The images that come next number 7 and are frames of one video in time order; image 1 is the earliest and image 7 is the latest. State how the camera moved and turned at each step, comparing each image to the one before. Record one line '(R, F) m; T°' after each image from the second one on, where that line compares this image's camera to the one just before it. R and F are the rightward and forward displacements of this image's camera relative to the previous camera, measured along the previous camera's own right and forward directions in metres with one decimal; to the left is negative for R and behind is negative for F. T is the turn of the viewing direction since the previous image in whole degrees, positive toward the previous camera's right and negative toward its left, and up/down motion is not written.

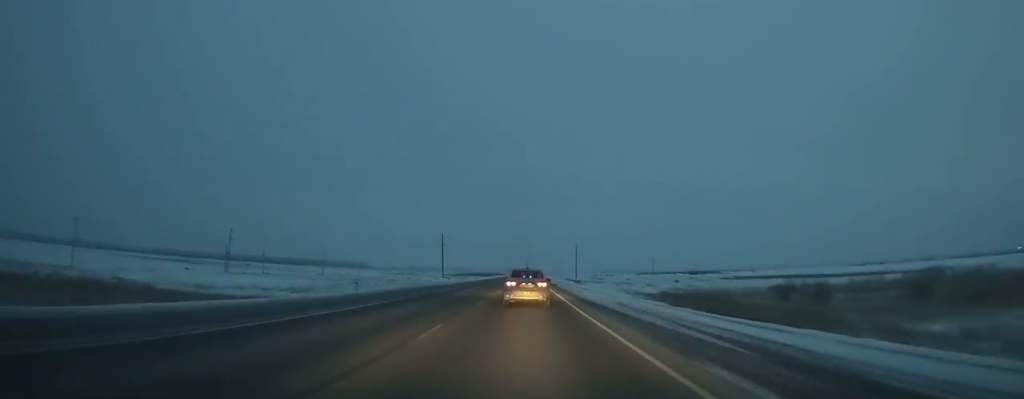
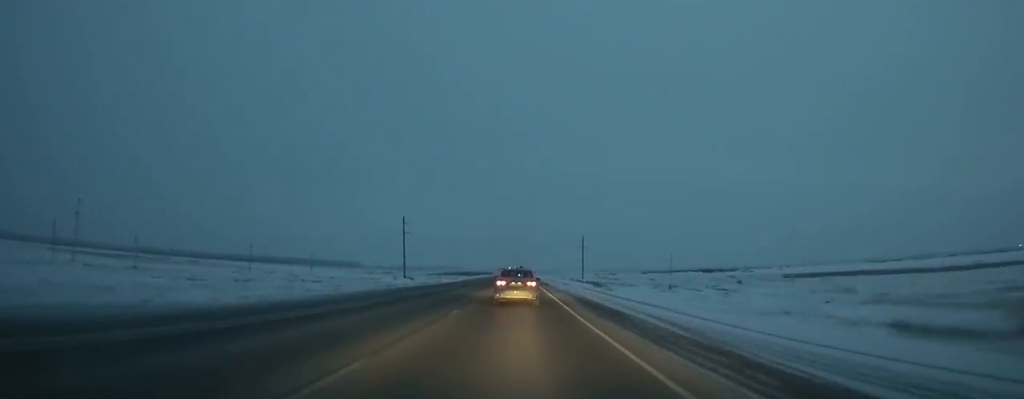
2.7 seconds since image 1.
(+0.1, +65.2) m; 0°
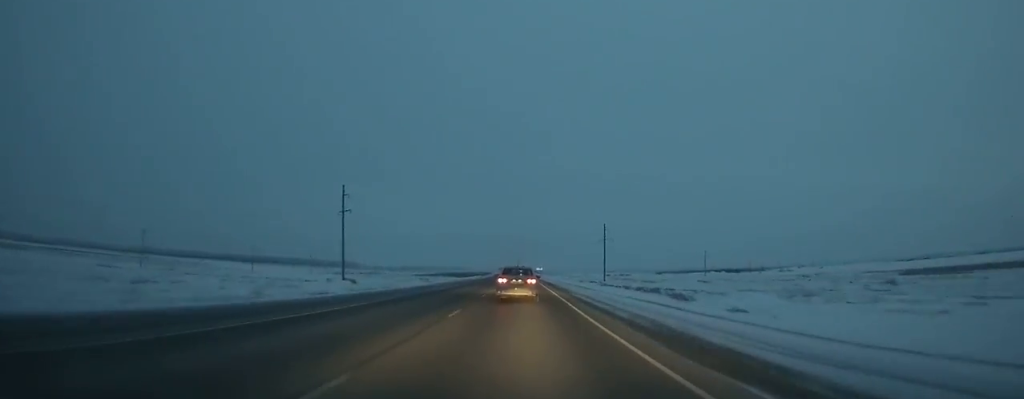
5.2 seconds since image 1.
(0.0, +60.4) m; 0°
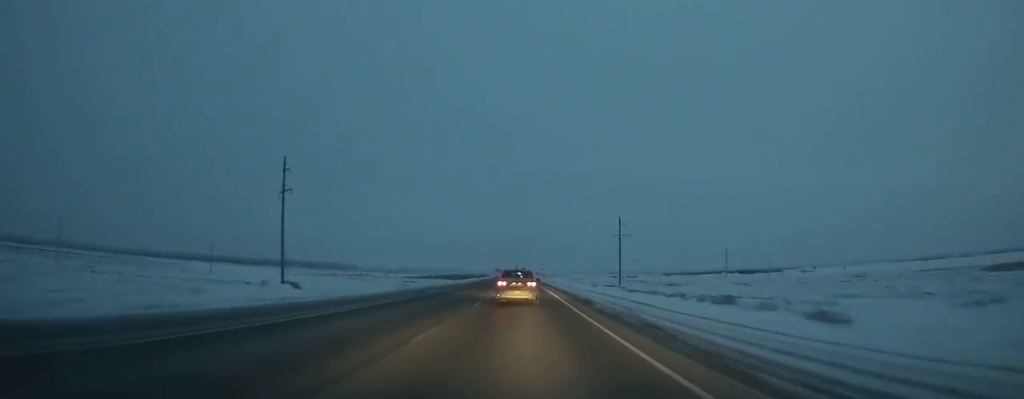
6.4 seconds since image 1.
(0.0, +29.0) m; 0°
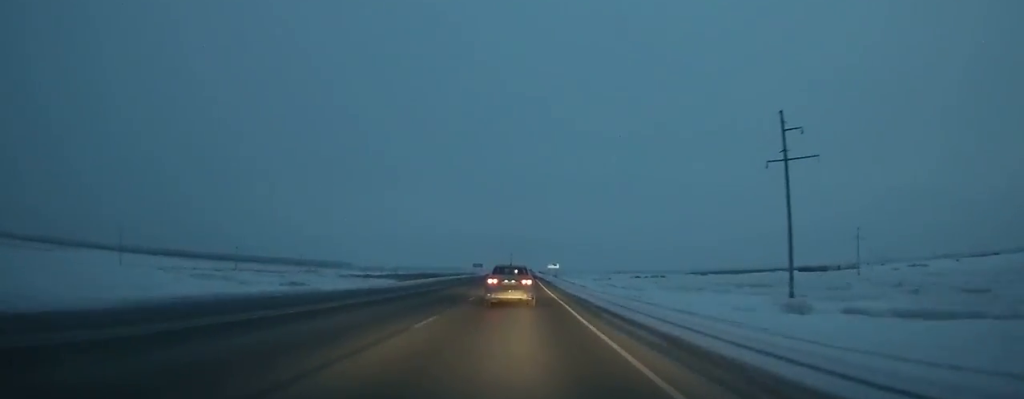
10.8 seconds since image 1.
(0.0, +104.7) m; 0°
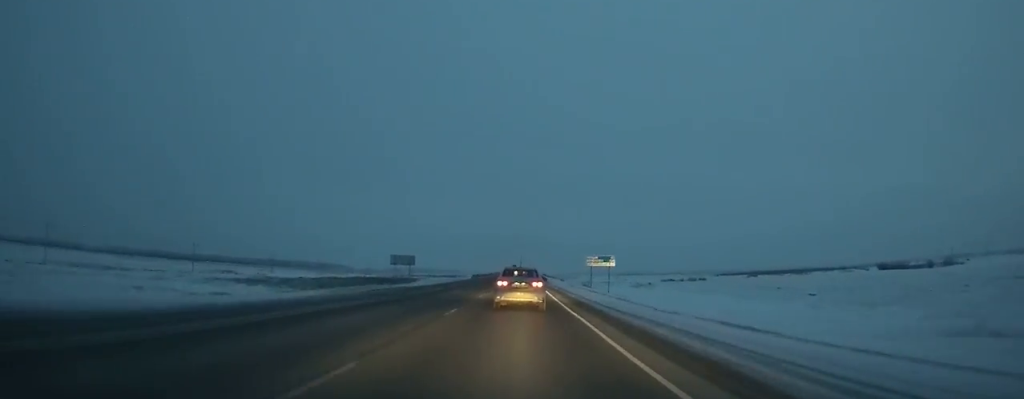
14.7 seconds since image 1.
(-0.4, +90.0) m; 0°
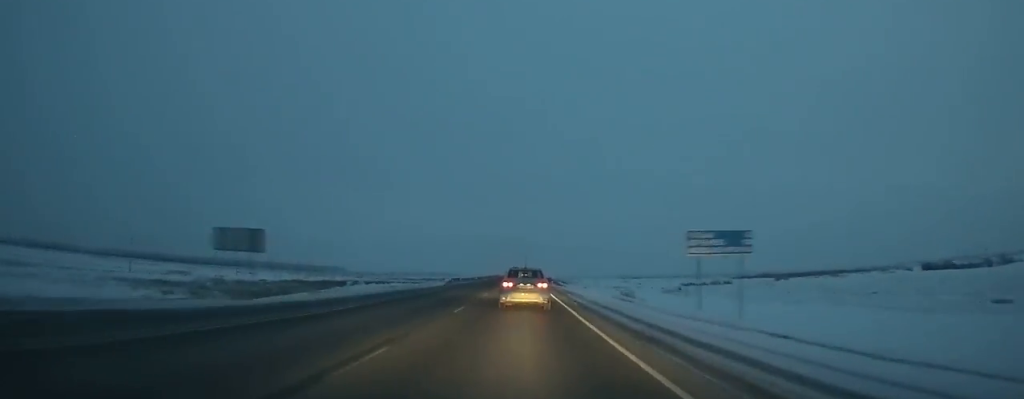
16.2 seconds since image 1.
(-0.1, +34.1) m; 0°
